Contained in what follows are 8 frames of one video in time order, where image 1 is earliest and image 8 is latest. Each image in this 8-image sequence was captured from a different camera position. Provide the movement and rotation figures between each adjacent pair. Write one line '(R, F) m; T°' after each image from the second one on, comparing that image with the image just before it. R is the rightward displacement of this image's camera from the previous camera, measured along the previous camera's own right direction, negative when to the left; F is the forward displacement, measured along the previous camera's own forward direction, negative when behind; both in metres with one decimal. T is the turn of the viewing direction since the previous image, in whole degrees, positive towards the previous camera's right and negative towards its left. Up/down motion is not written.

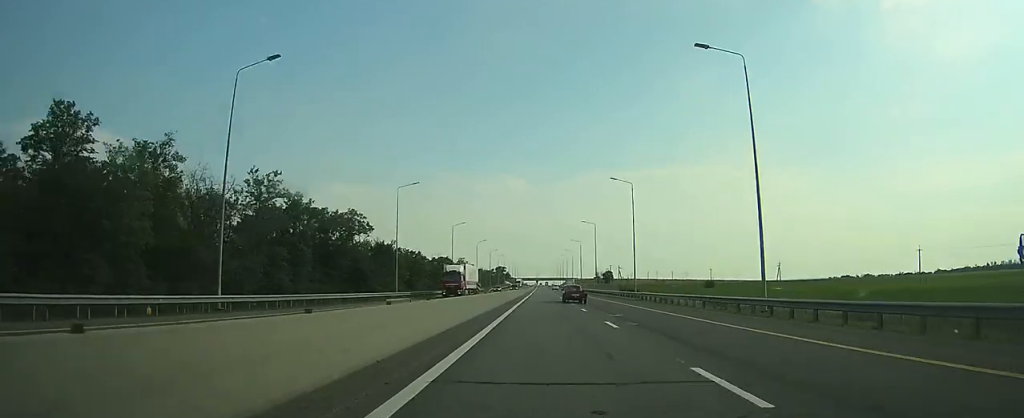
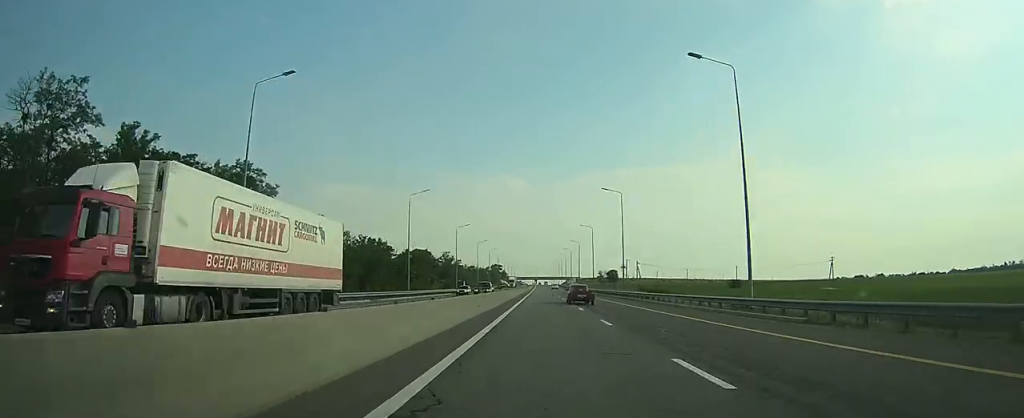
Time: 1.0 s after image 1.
(0.0, +35.2) m; 0°
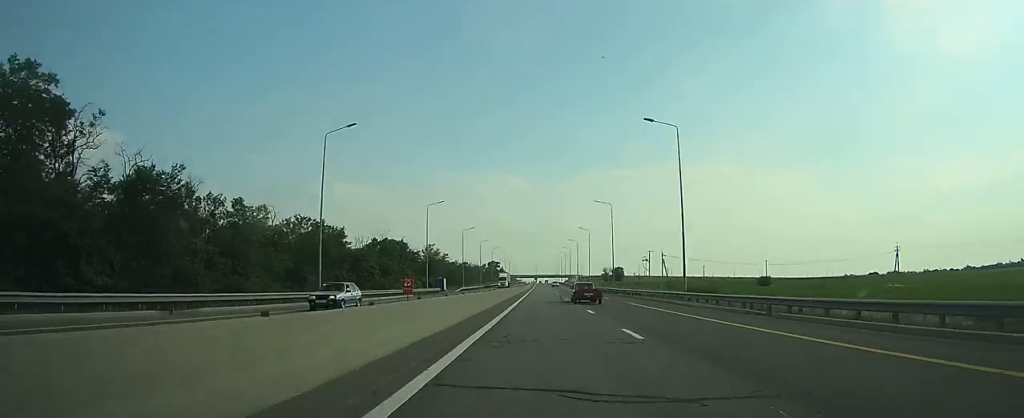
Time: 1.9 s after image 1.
(+0.1, +29.6) m; 0°
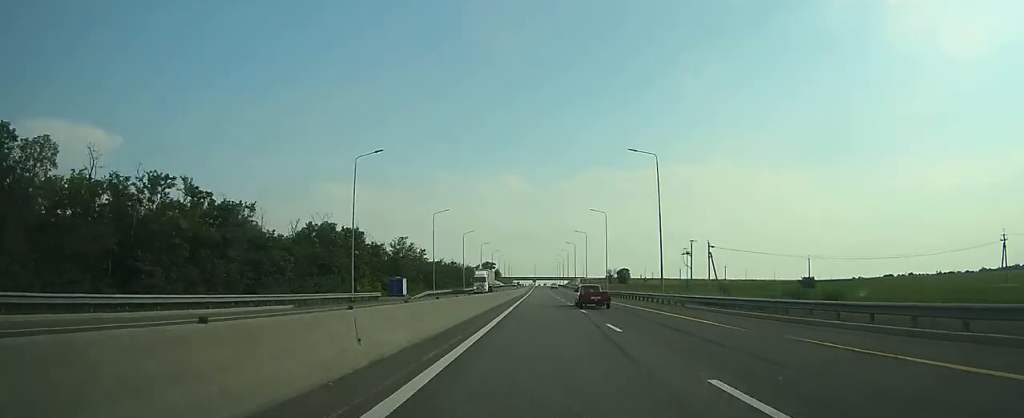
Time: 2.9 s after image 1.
(+0.1, +33.1) m; 0°
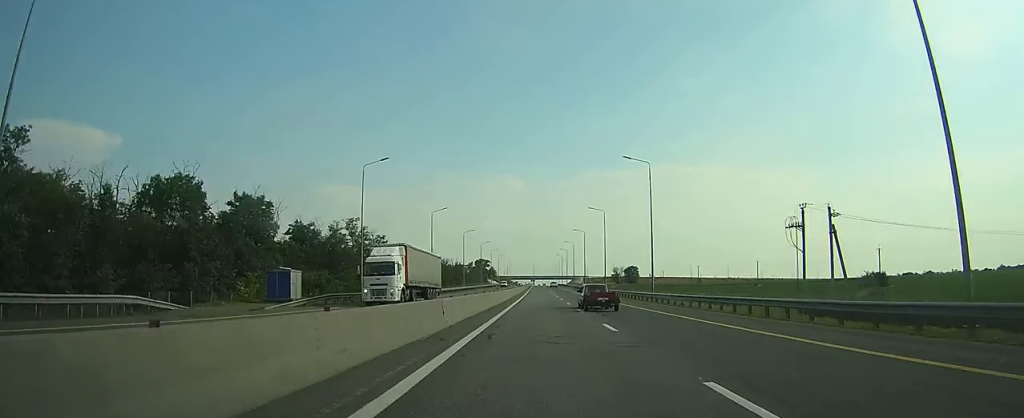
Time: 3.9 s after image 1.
(0.0, +36.6) m; 0°
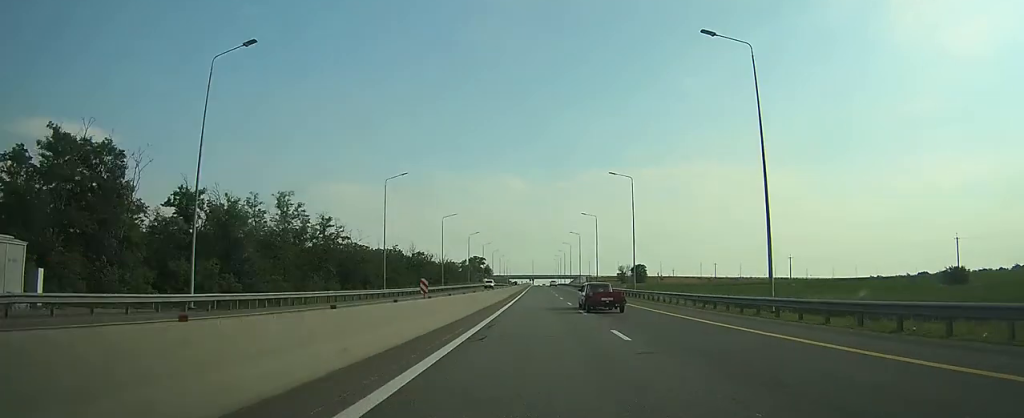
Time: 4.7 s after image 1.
(0.0, +27.4) m; 0°
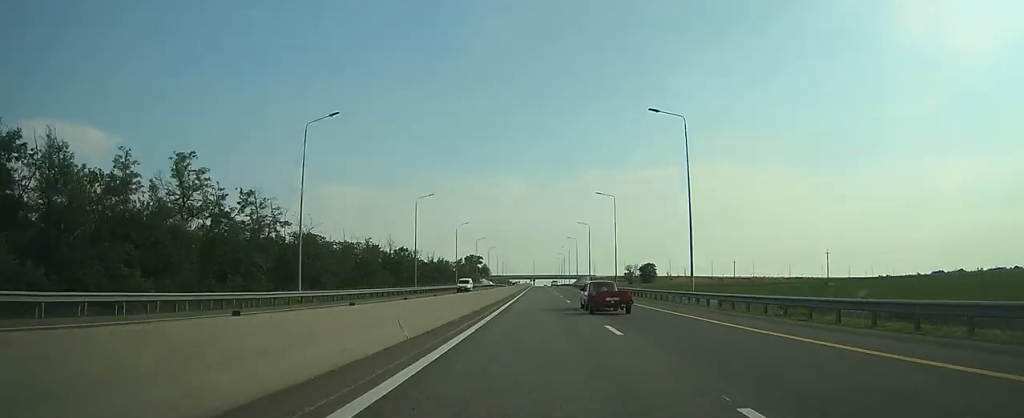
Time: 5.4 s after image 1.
(+0.1, +22.8) m; 0°
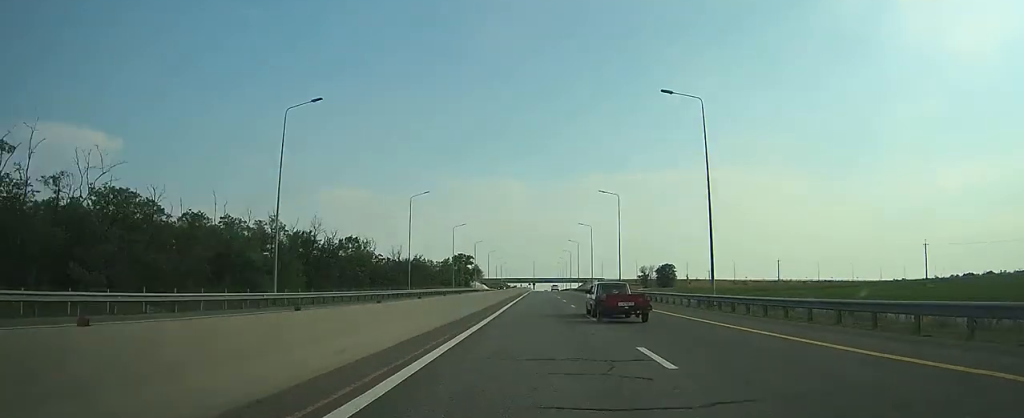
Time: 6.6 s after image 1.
(0.0, +42.0) m; 0°
